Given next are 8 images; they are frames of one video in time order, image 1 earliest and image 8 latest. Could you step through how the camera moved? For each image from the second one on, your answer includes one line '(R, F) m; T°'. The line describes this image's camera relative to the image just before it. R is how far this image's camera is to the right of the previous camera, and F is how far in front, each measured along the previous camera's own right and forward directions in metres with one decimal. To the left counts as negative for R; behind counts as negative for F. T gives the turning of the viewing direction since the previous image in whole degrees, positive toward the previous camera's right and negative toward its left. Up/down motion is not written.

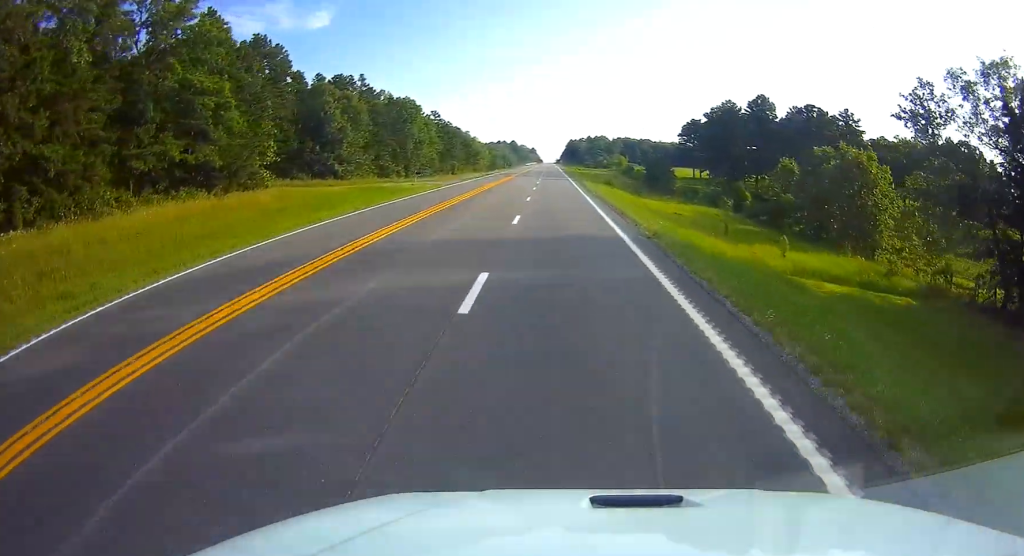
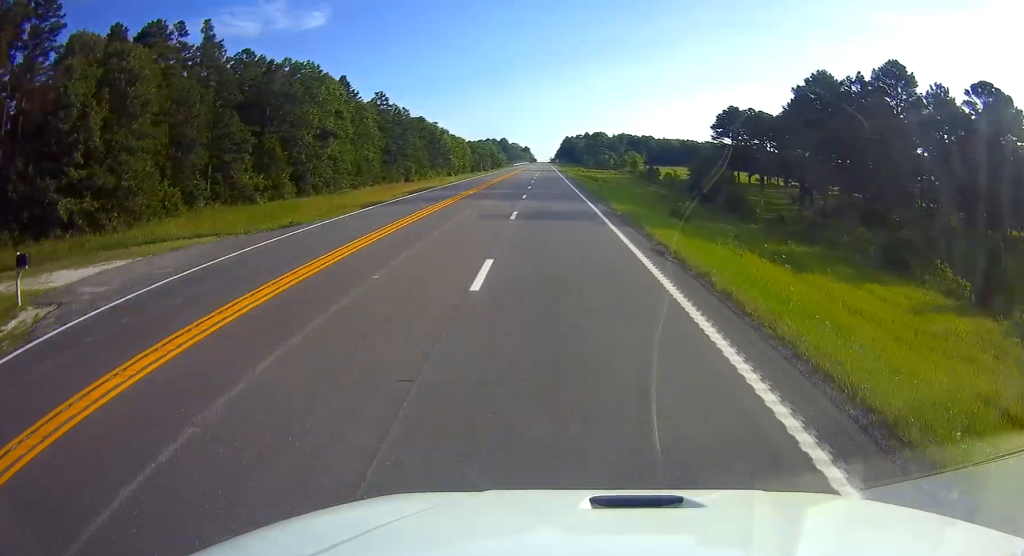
(-0.1, +47.1) m; -1°
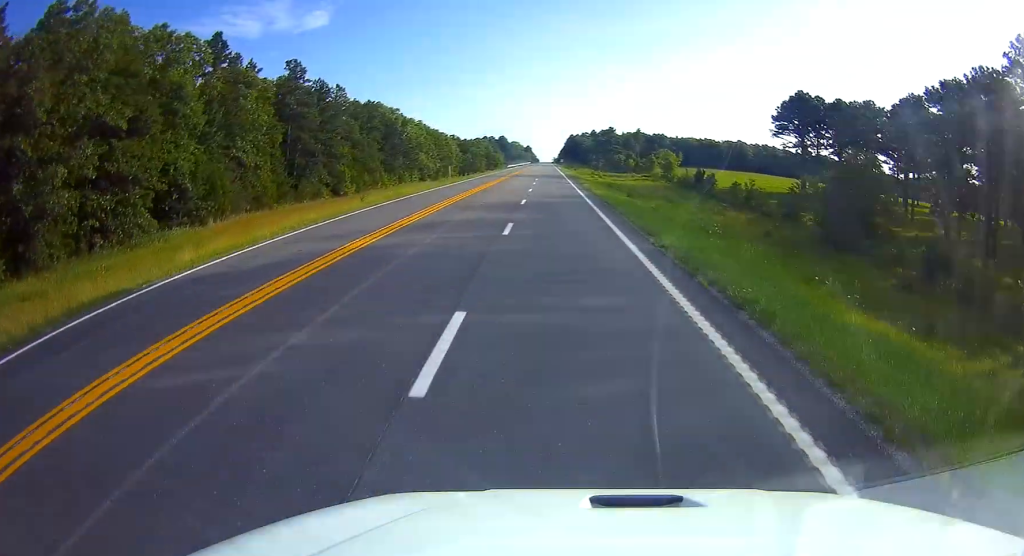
(-0.5, +40.9) m; 0°
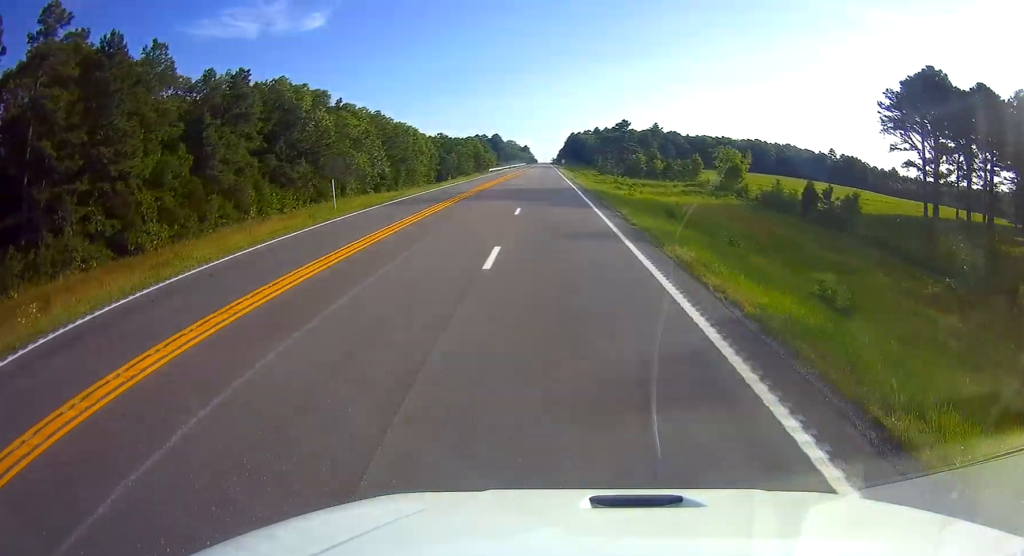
(+0.6, +42.1) m; +1°
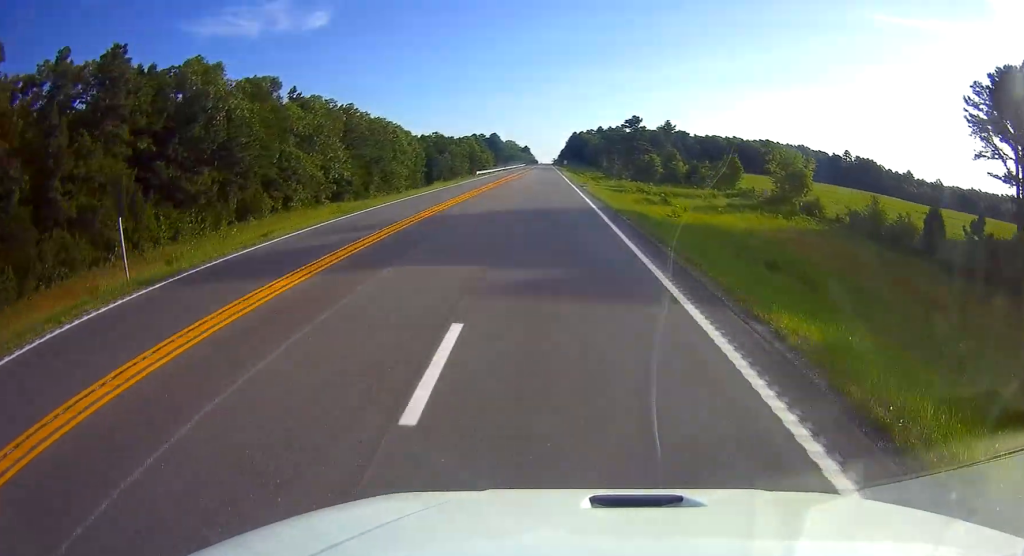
(0.0, +19.5) m; 0°
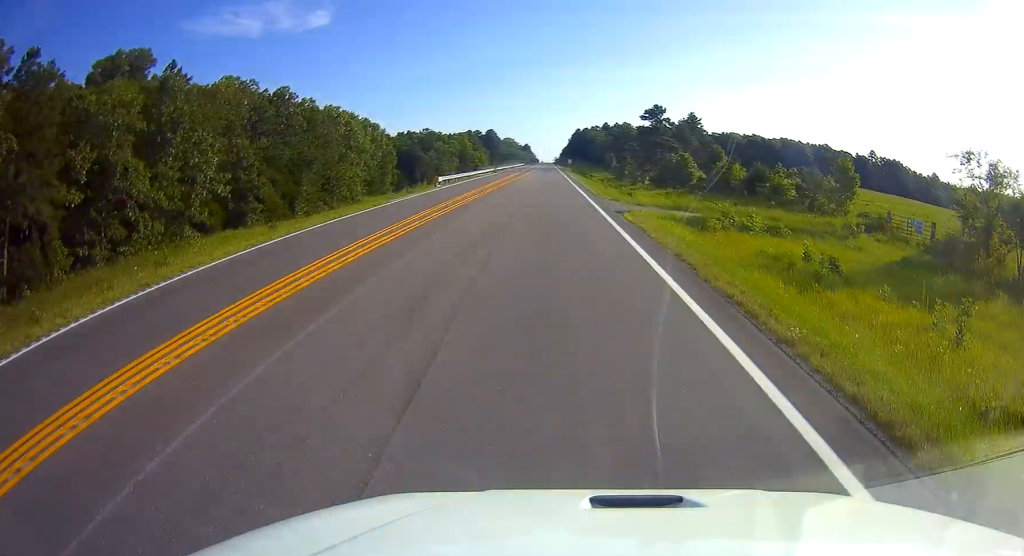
(0.0, +29.7) m; 0°
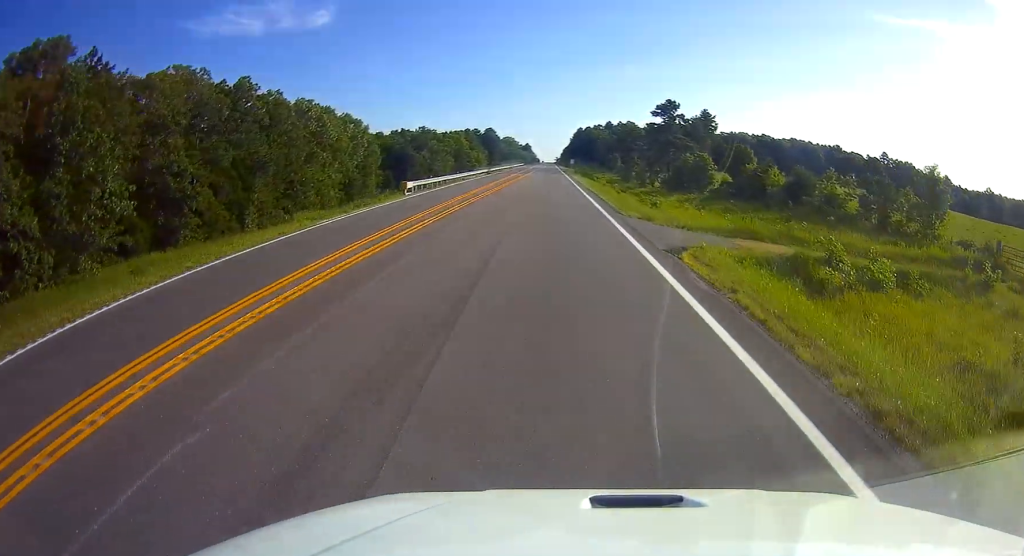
(0.0, +12.2) m; 0°
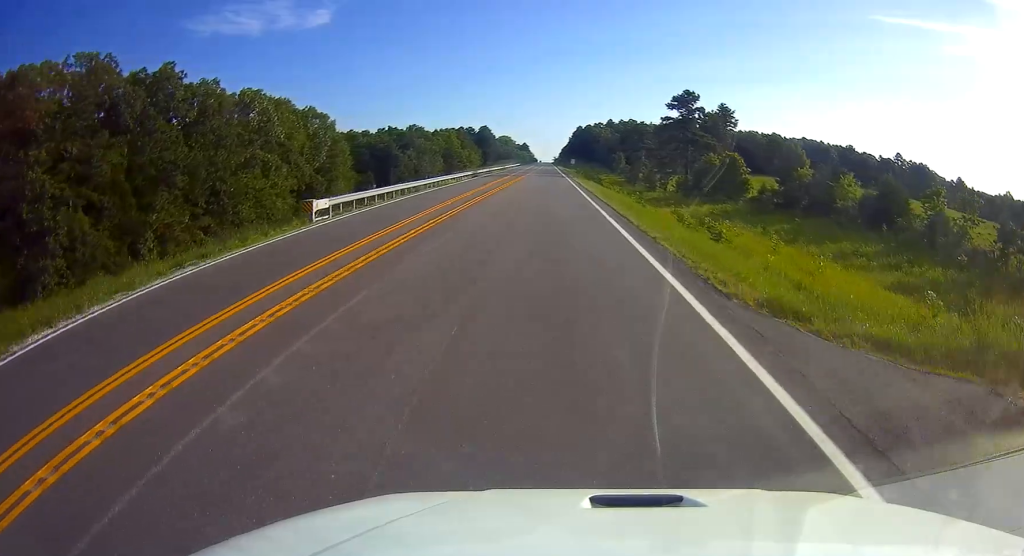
(0.0, +16.3) m; 0°
